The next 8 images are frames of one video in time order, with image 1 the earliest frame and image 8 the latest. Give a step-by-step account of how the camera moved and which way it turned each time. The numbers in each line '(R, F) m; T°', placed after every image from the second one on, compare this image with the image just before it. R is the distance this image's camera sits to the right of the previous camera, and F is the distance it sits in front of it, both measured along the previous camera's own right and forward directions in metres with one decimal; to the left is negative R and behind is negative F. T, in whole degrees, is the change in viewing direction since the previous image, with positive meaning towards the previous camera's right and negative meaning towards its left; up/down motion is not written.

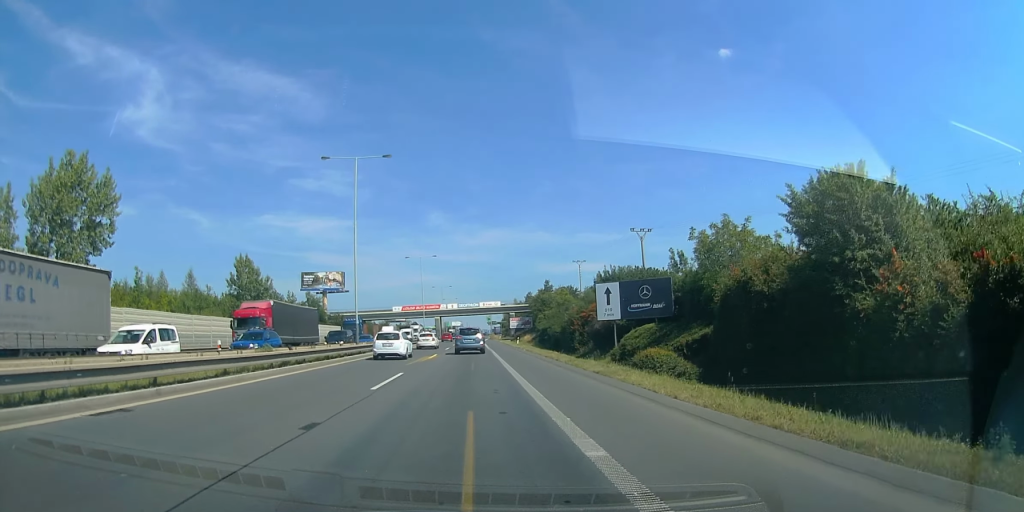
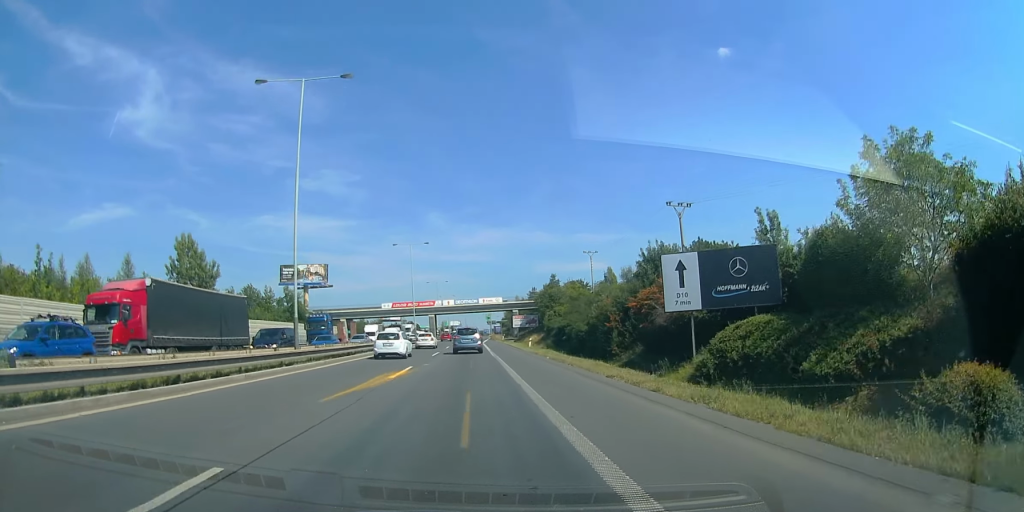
(0.0, +12.4) m; 0°
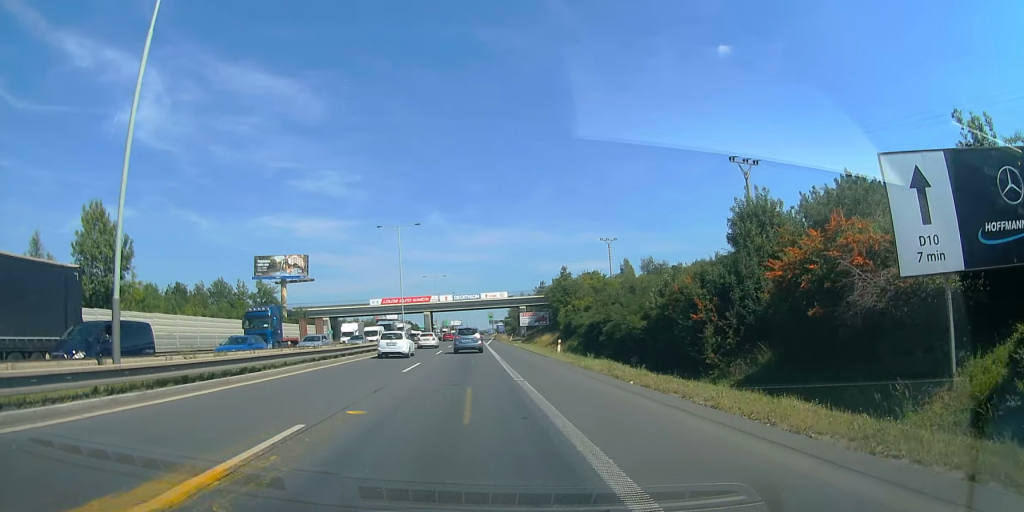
(0.0, +13.6) m; 0°
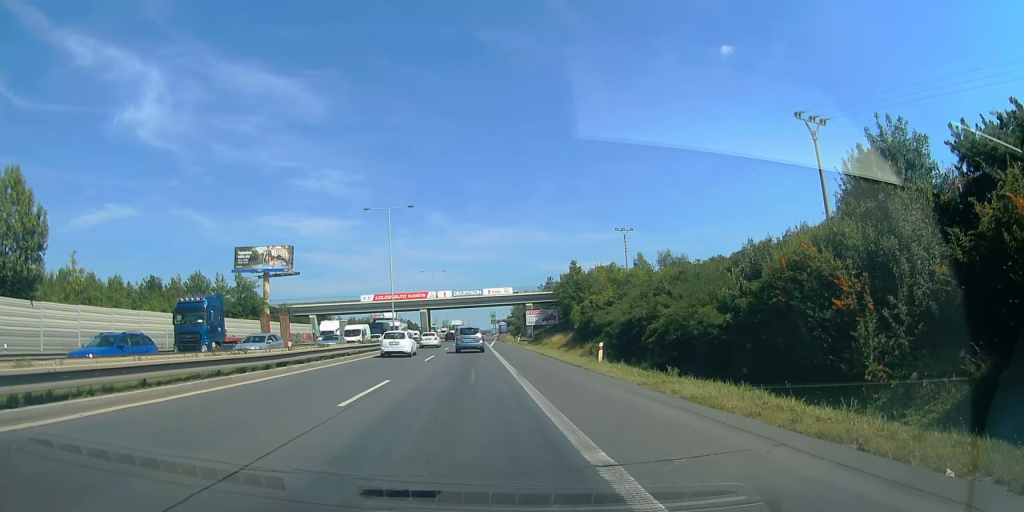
(0.0, +9.3) m; 0°
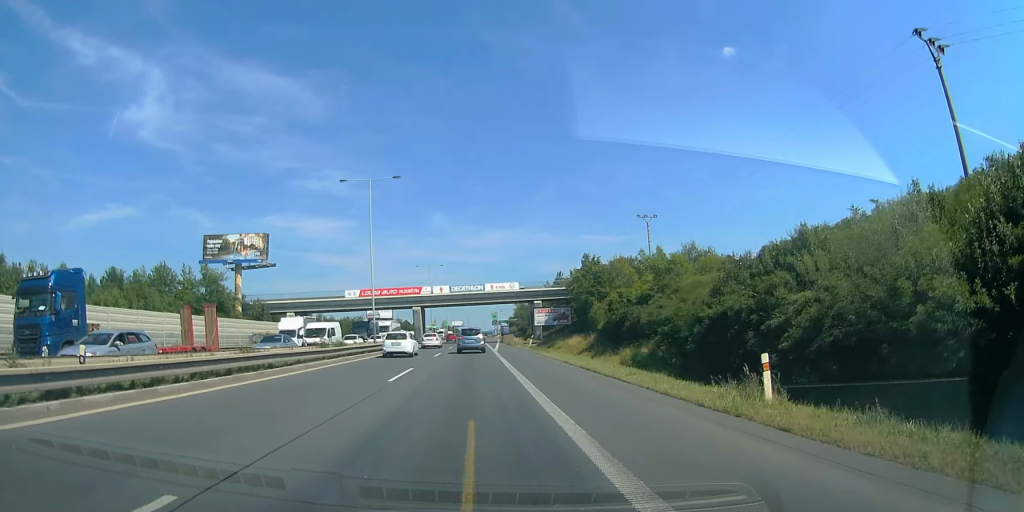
(0.0, +10.2) m; 0°
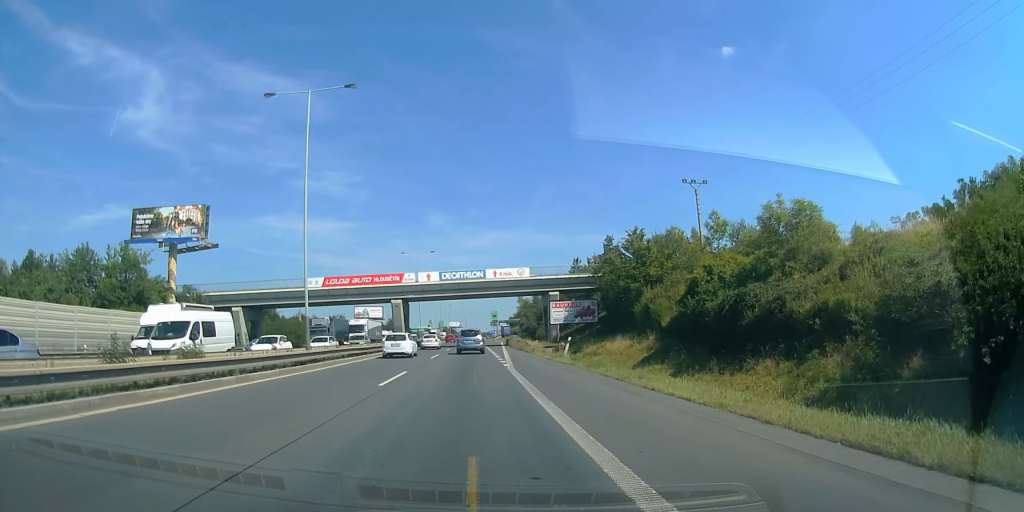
(0.0, +15.1) m; 0°
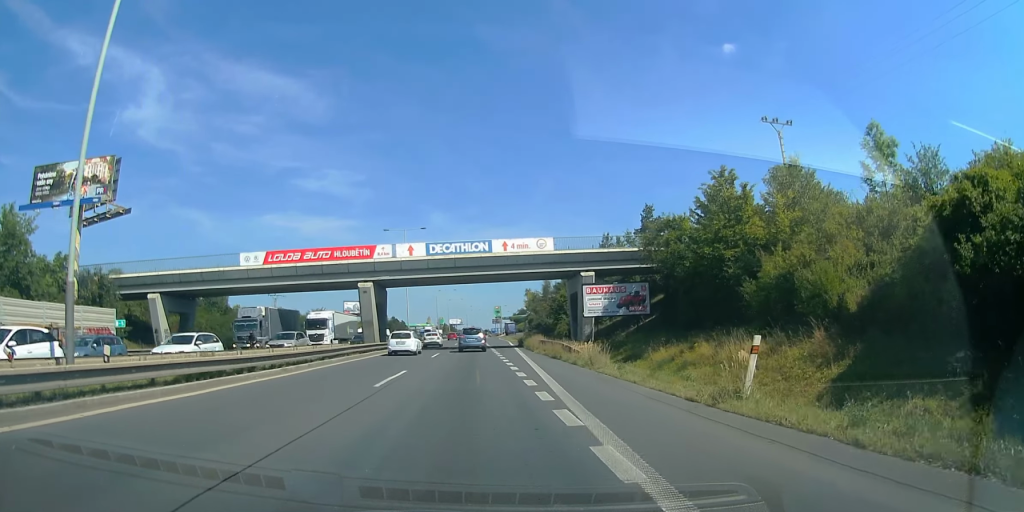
(0.0, +16.7) m; 0°
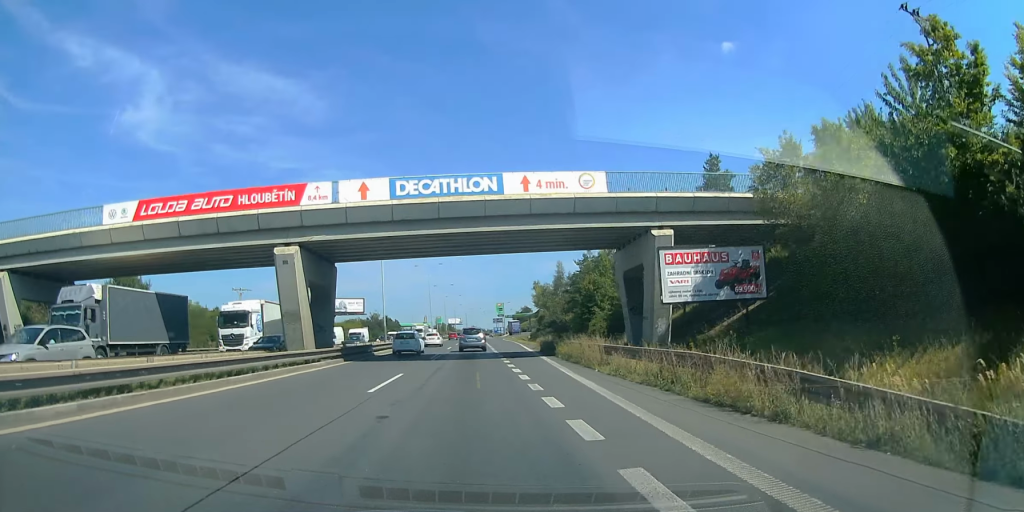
(0.0, +19.3) m; 0°
